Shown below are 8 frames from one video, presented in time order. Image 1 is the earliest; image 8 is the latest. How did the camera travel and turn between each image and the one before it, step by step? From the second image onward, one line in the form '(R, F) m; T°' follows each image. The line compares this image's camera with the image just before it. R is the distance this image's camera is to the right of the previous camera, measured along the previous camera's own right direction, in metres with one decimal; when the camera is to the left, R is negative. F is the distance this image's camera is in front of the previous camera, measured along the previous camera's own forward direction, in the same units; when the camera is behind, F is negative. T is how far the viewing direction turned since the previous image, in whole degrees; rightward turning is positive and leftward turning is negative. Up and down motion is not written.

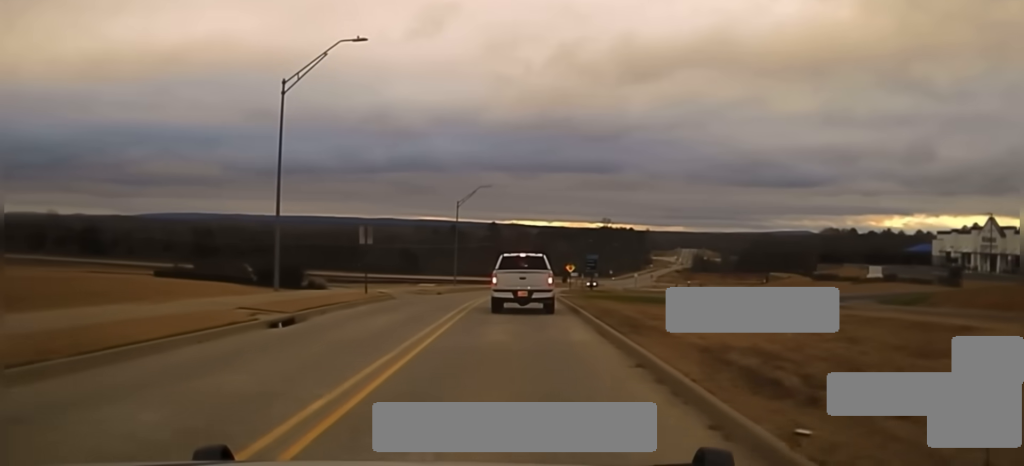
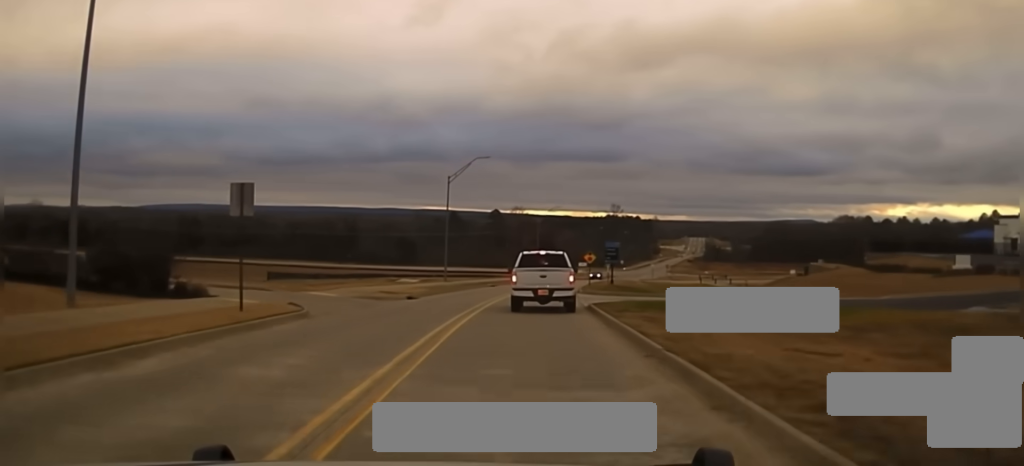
(+0.1, +16.7) m; 0°
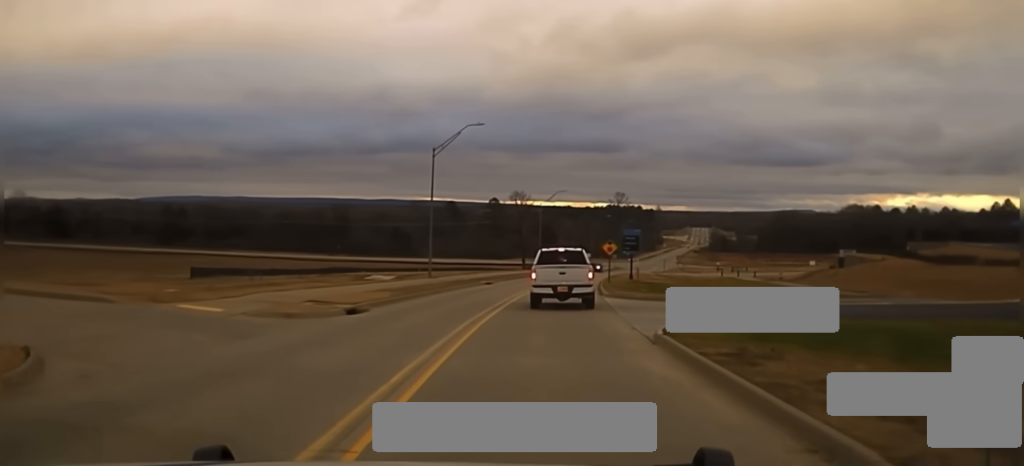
(0.0, +12.9) m; +1°
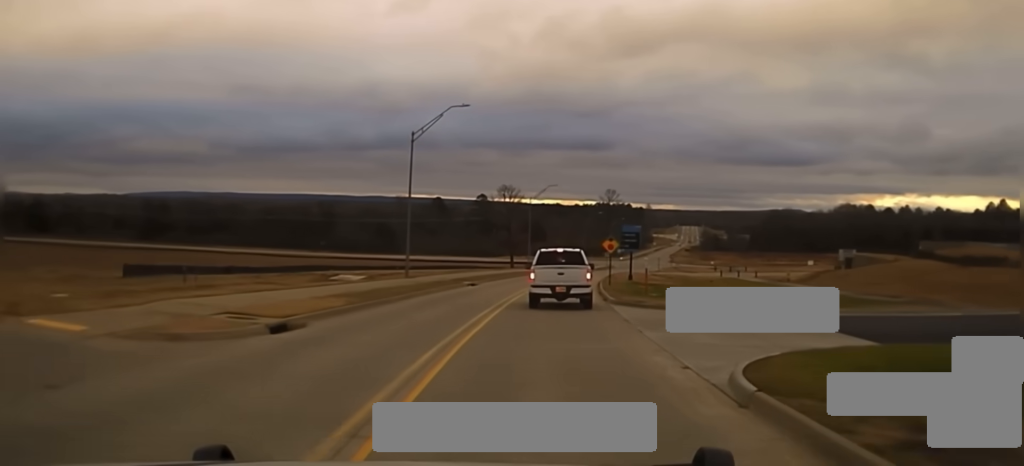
(0.0, +6.4) m; 0°
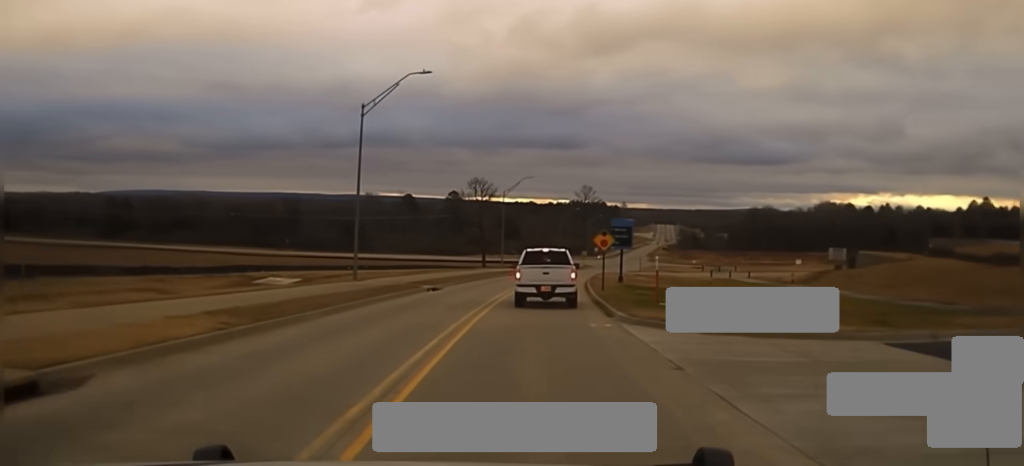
(+0.1, +8.9) m; +1°
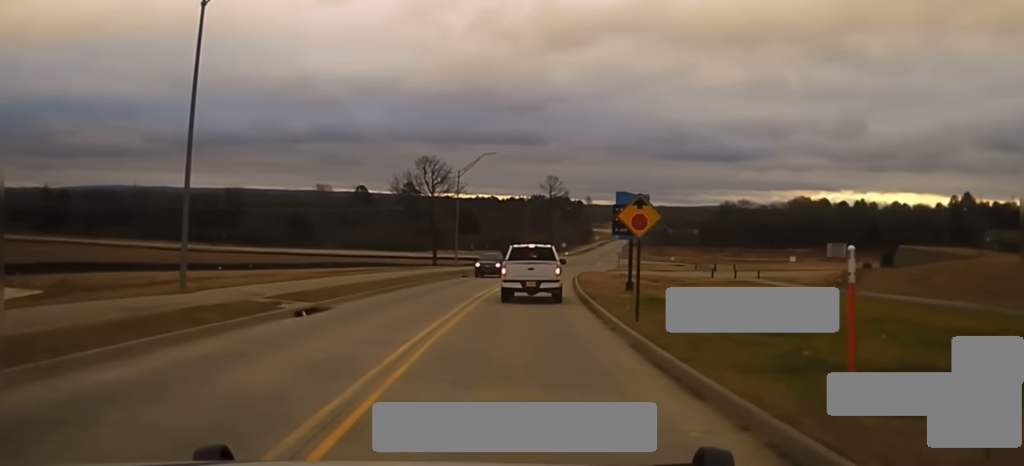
(+0.4, +20.6) m; +3°
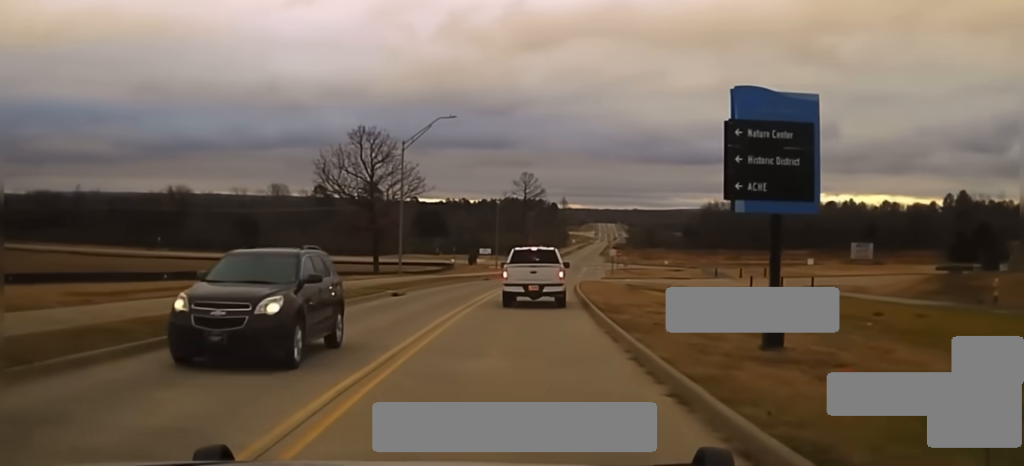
(+0.7, +25.1) m; +2°
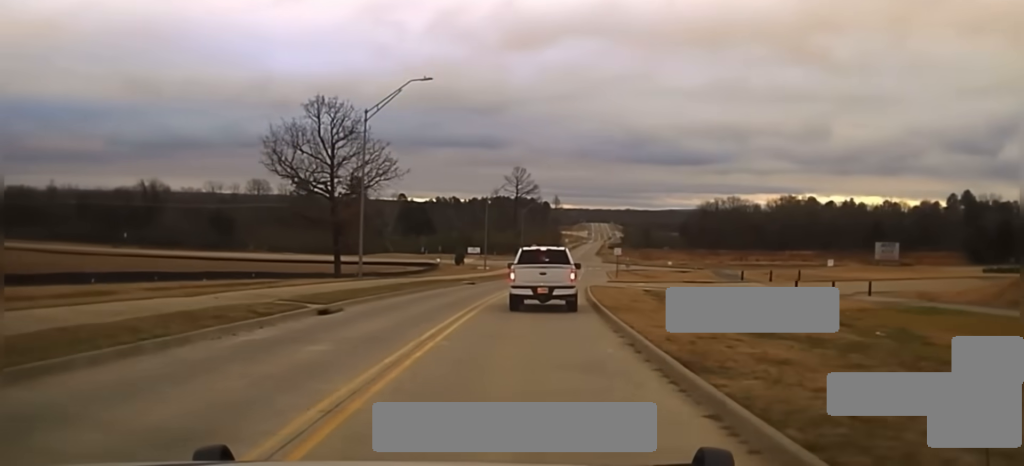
(0.0, +14.4) m; 0°
